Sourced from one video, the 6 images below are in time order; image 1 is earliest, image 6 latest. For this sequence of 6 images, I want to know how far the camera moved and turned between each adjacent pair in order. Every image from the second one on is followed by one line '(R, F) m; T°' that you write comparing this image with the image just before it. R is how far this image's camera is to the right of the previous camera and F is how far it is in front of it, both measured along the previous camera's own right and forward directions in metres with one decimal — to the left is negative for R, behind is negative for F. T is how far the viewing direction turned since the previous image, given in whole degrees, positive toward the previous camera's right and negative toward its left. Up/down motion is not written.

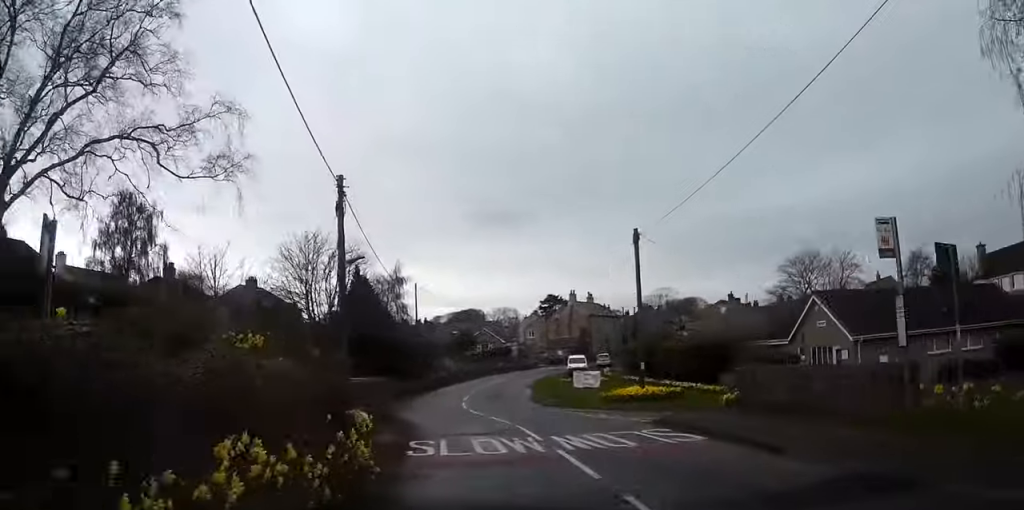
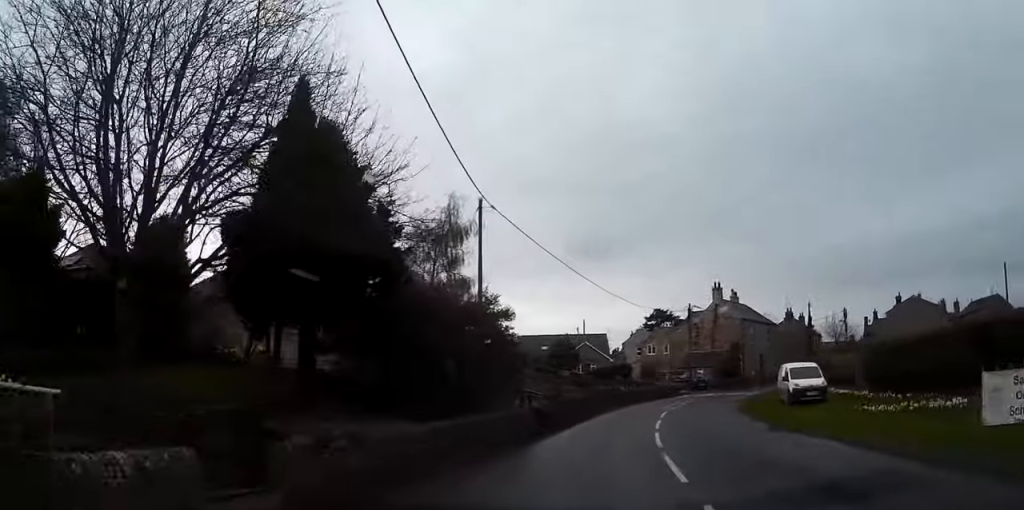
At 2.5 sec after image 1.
(-2.6, +33.6) m; -4°
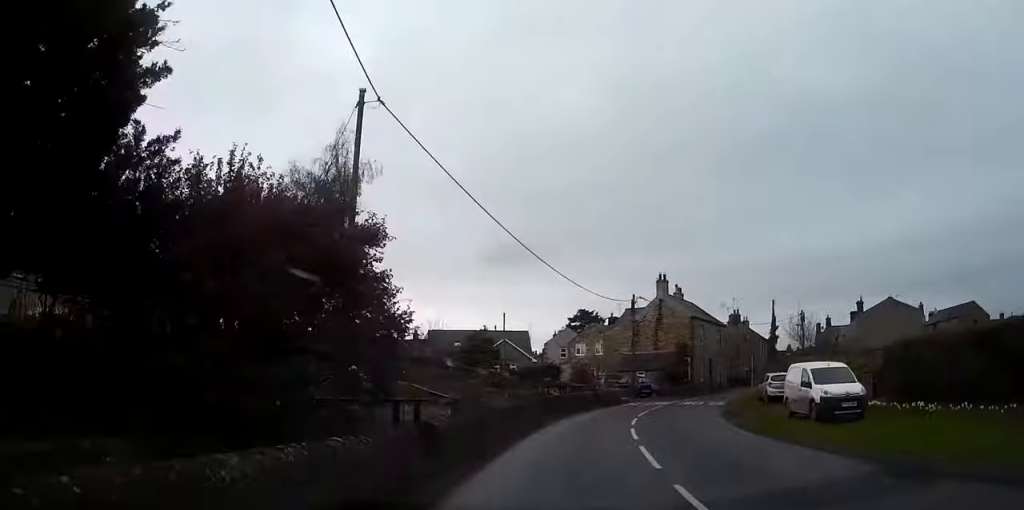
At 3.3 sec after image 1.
(+0.5, +10.4) m; +5°
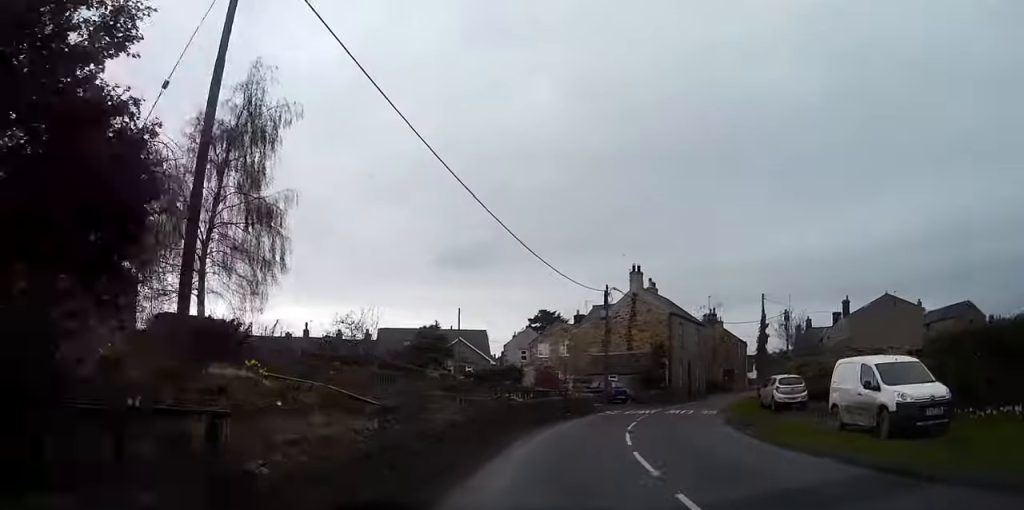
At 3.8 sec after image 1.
(+0.2, +6.8) m; +3°
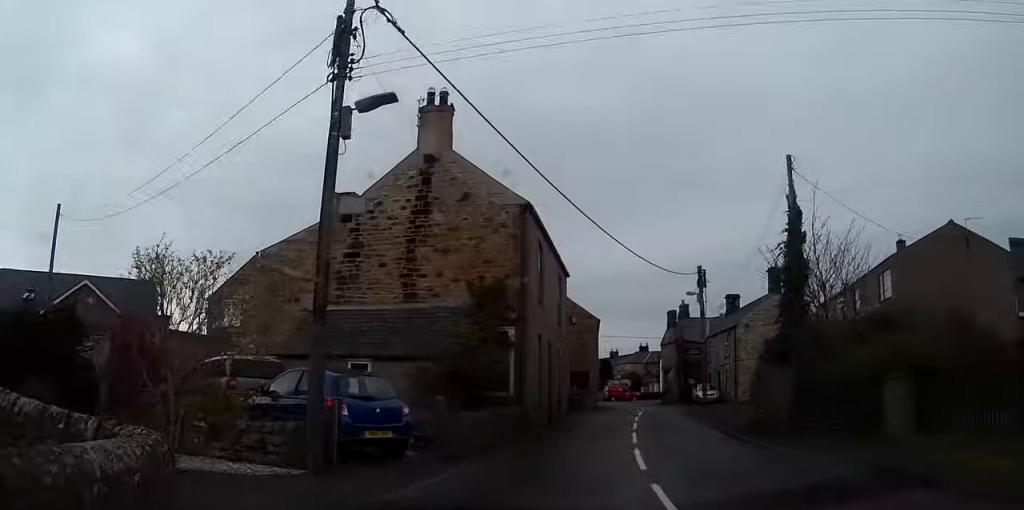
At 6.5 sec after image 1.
(+5.3, +35.2) m; +19°
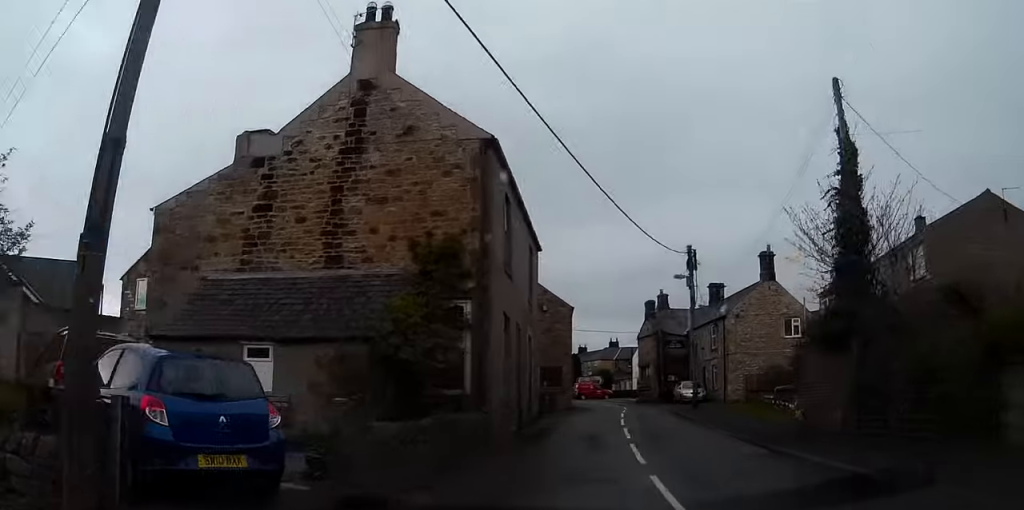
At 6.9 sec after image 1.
(+0.4, +5.5) m; +2°
